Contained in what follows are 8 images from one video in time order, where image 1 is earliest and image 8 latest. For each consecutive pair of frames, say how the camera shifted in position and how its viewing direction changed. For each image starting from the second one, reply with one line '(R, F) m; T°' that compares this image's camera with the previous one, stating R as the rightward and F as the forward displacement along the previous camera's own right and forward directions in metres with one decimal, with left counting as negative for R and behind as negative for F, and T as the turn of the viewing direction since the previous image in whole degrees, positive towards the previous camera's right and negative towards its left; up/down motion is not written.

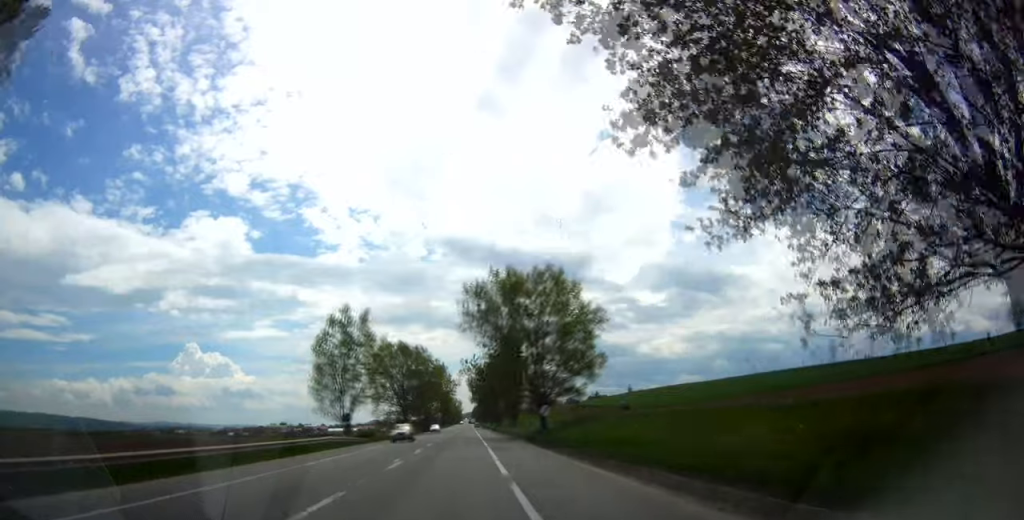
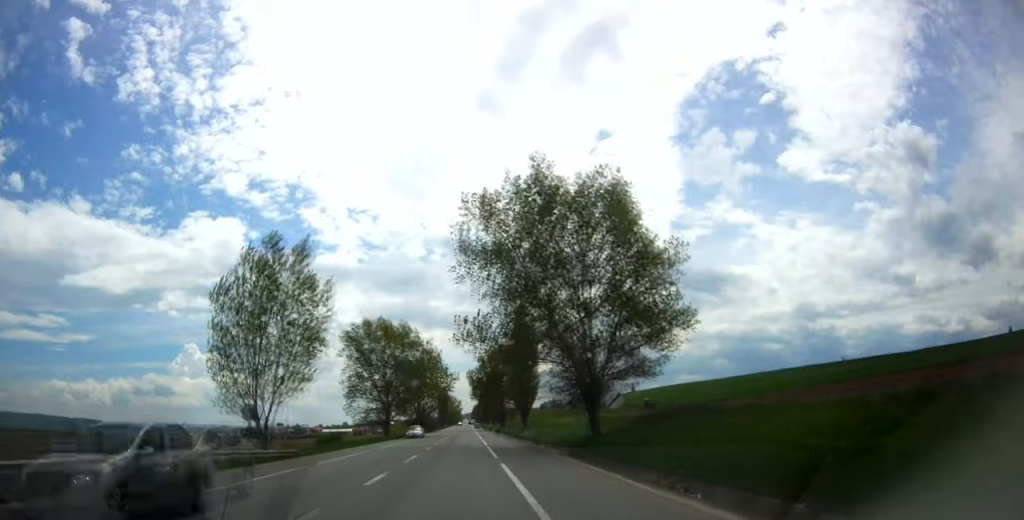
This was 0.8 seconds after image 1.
(+0.1, +22.4) m; 0°
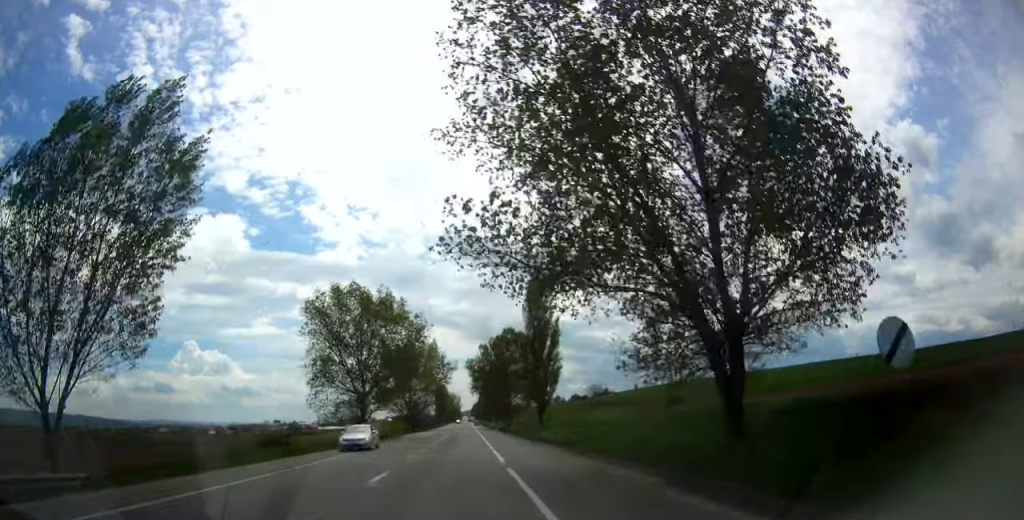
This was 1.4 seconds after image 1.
(0.0, +18.8) m; 0°
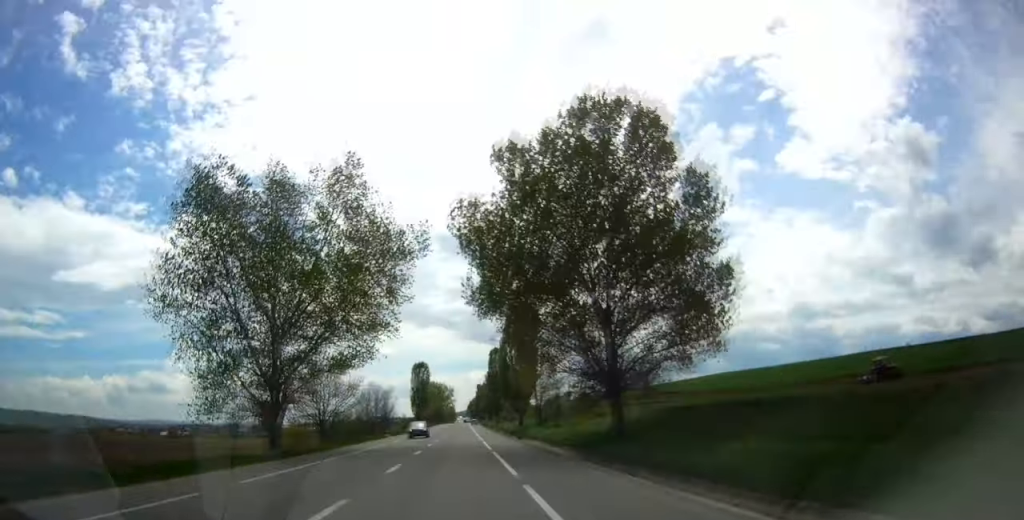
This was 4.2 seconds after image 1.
(-0.1, +79.6) m; 0°
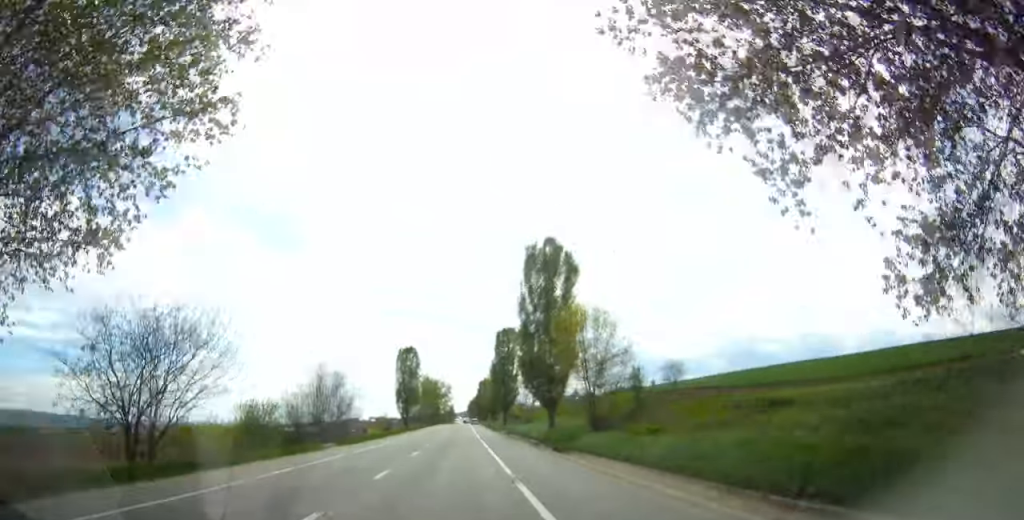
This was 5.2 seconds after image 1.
(+0.2, +29.5) m; +1°
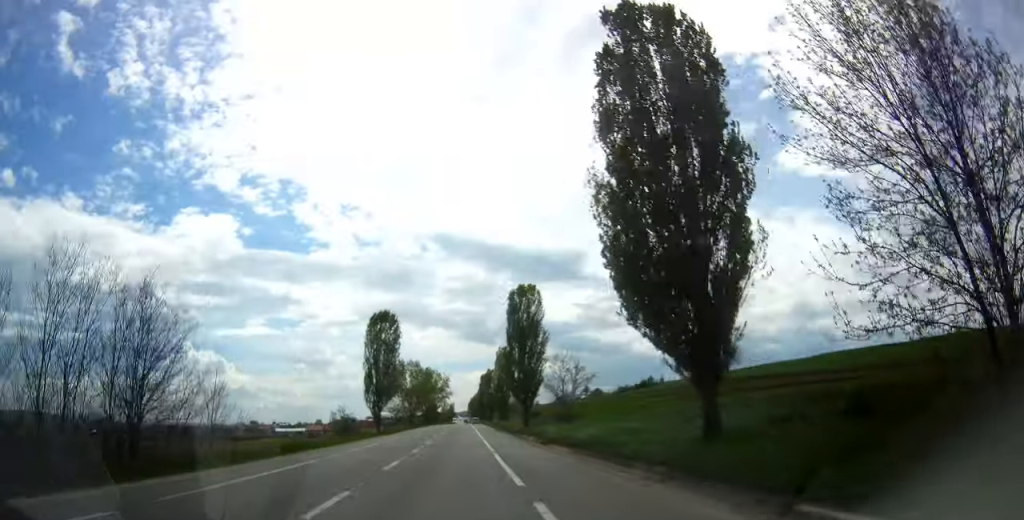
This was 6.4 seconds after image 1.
(+0.1, +33.6) m; 0°
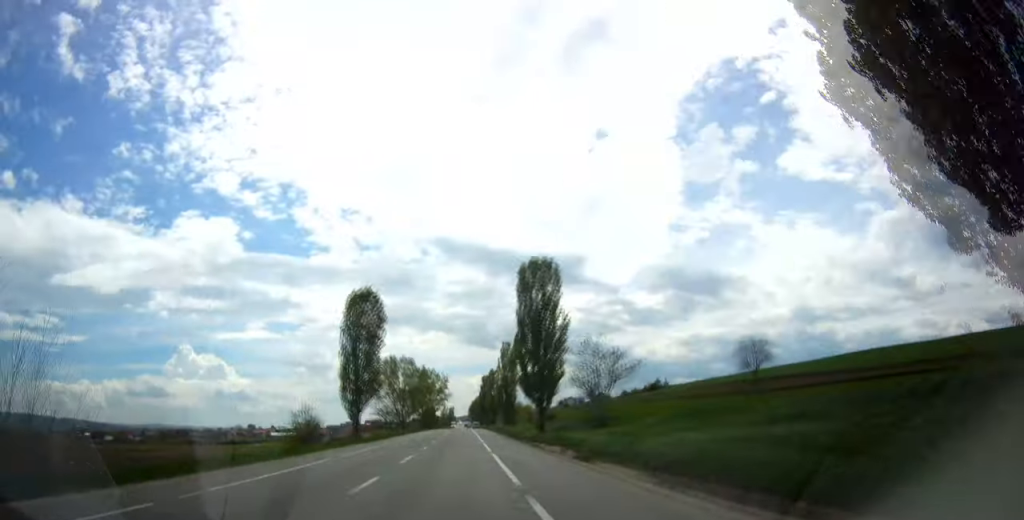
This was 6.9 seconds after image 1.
(-0.2, +14.4) m; 0°
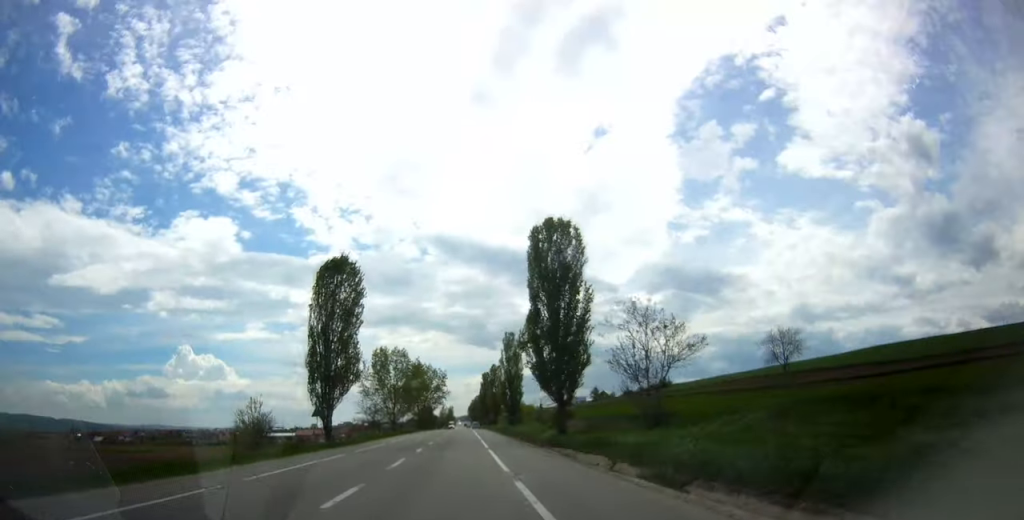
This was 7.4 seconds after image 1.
(-0.1, +12.1) m; 0°
